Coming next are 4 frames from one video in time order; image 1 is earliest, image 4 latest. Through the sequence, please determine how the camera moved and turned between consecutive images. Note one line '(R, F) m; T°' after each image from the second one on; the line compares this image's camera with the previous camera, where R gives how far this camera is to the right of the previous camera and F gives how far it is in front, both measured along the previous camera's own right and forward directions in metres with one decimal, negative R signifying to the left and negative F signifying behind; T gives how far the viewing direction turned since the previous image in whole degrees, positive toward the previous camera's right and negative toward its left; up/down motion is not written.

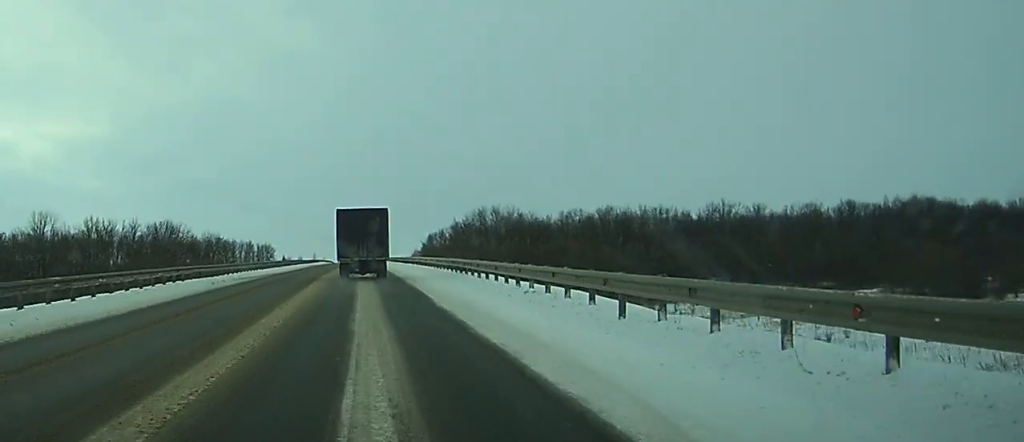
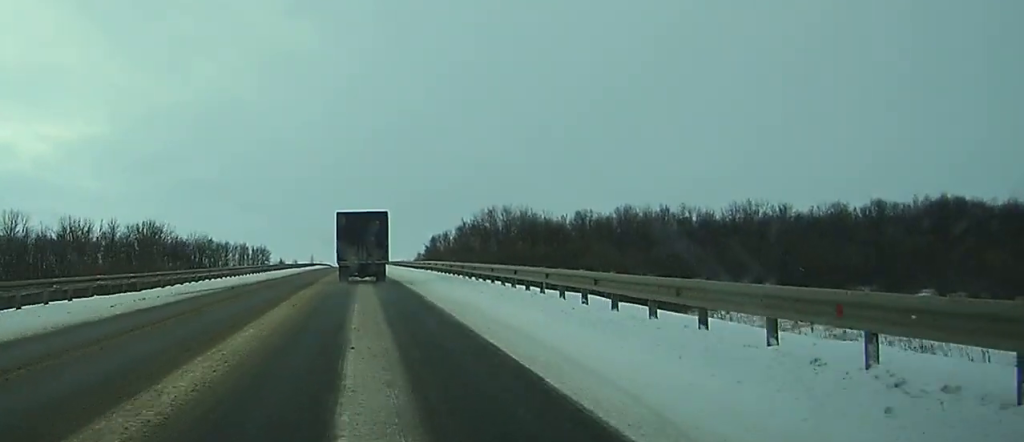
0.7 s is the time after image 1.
(0.0, +15.5) m; 0°
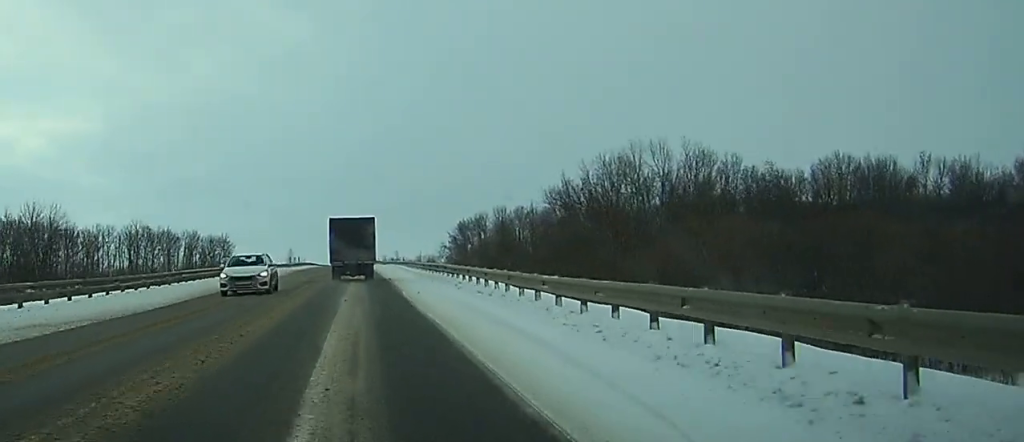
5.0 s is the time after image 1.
(0.0, +93.0) m; 0°
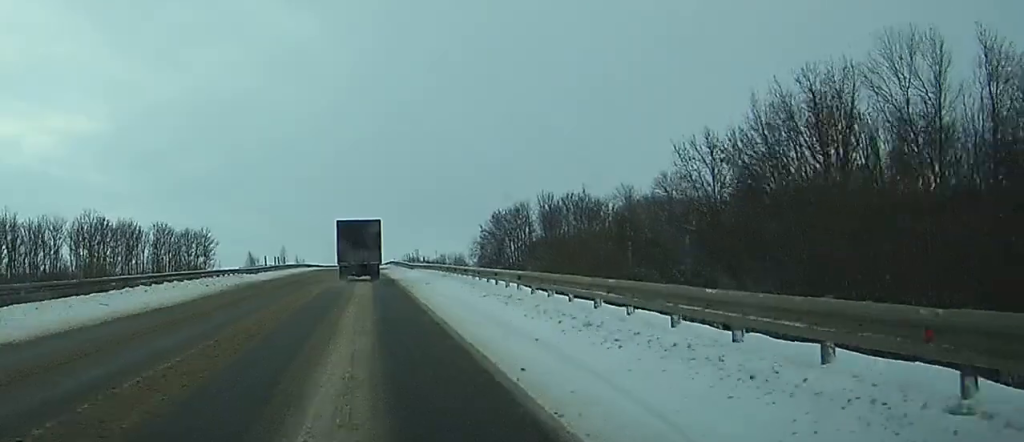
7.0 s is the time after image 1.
(-0.3, +43.8) m; -1°
